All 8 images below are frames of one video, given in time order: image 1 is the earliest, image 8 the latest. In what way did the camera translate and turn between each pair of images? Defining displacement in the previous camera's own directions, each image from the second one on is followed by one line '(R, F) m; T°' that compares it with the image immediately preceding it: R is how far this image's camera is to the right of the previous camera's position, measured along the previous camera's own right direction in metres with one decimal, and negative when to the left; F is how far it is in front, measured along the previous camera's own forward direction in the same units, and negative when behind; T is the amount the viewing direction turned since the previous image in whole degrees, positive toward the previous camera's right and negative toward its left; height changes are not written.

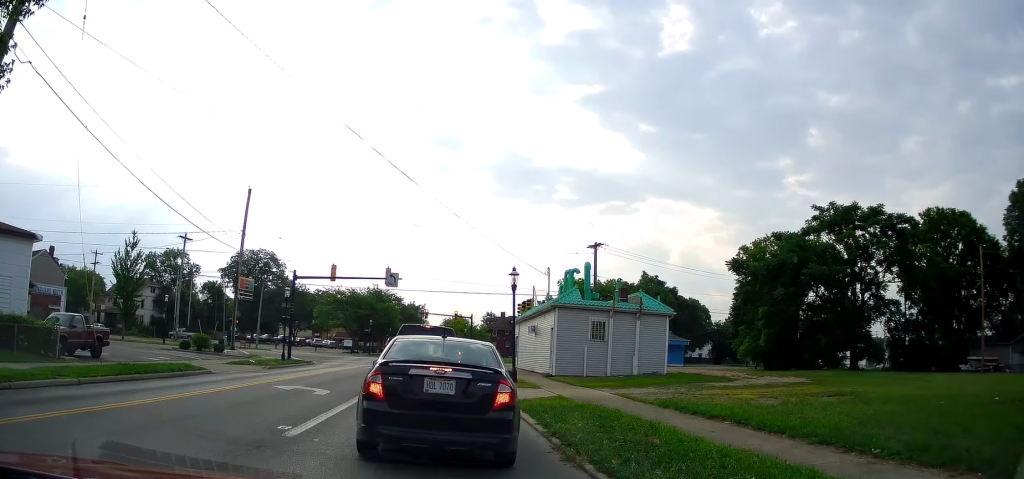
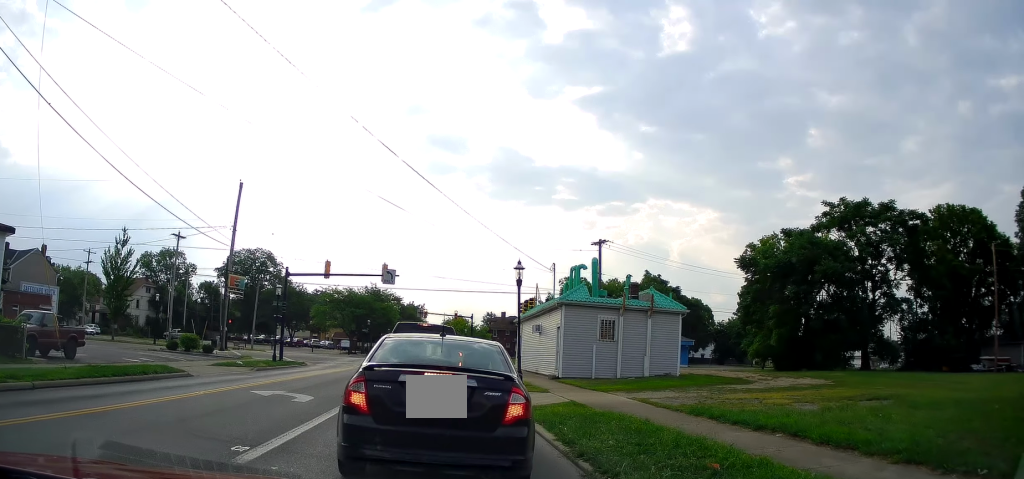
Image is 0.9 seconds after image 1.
(0.0, +4.7) m; +2°
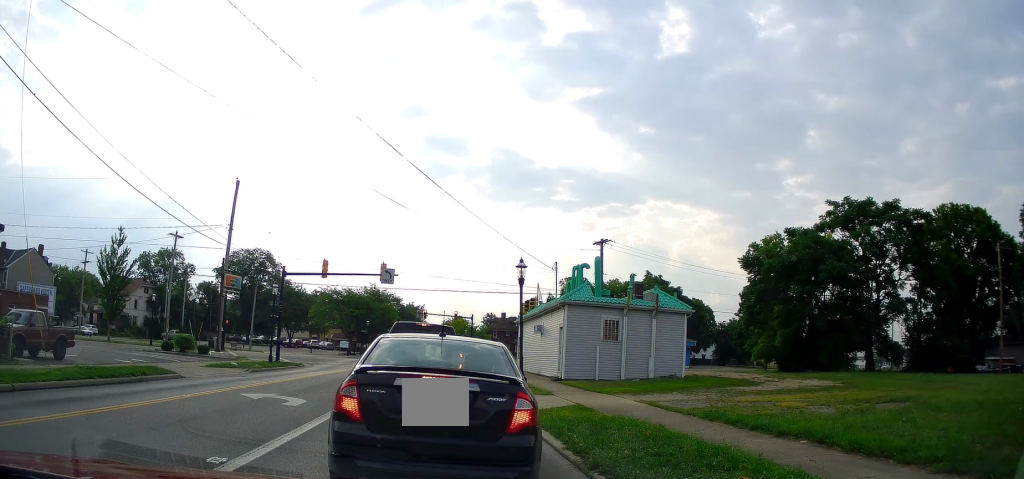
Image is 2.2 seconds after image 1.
(+0.1, +4.9) m; +3°
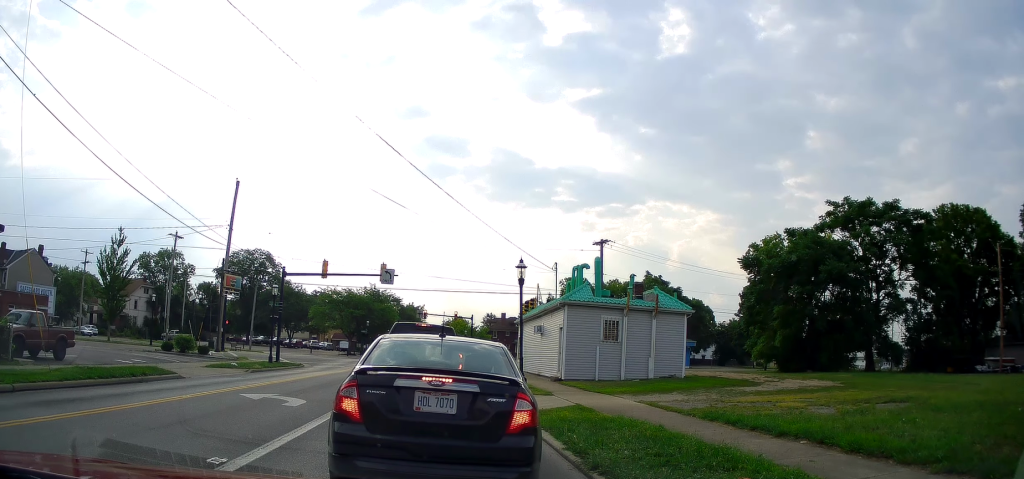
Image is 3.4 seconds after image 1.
(+0.4, +1.4) m; +1°
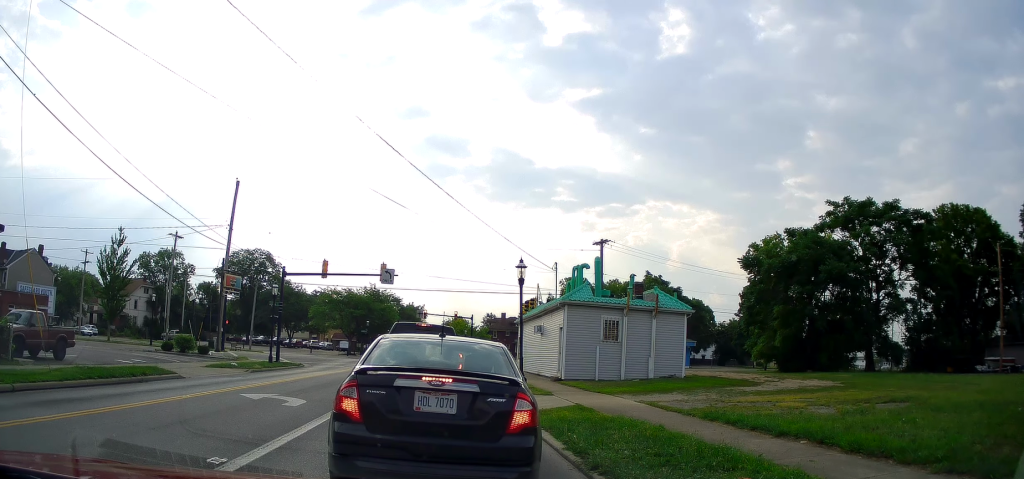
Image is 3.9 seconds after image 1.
(+0.1, +0.1) m; 0°
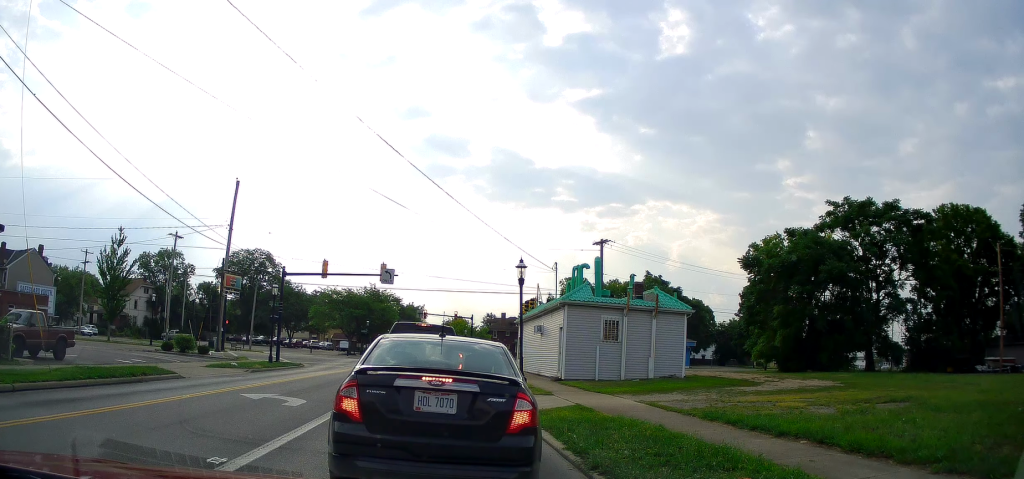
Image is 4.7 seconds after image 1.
(0.0, 0.0) m; 0°
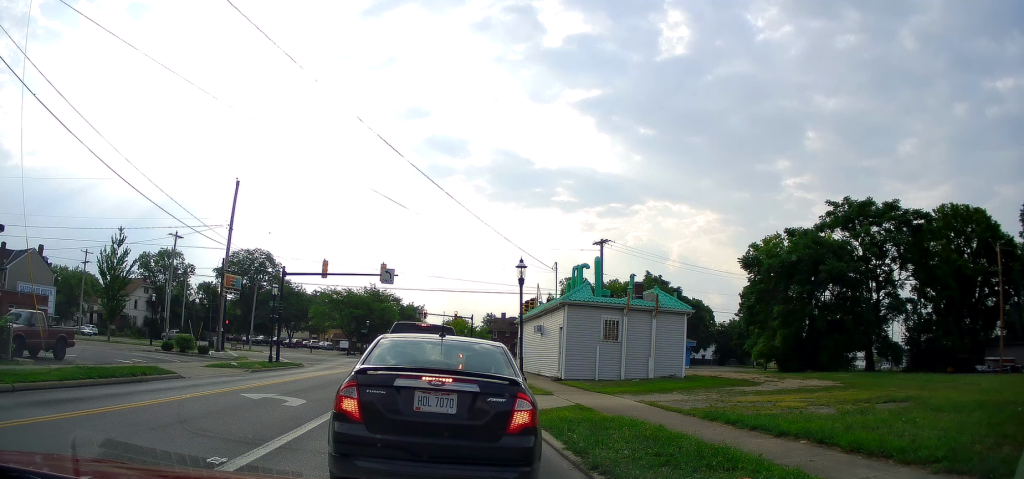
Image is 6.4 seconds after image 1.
(+0.2, +0.3) m; 0°
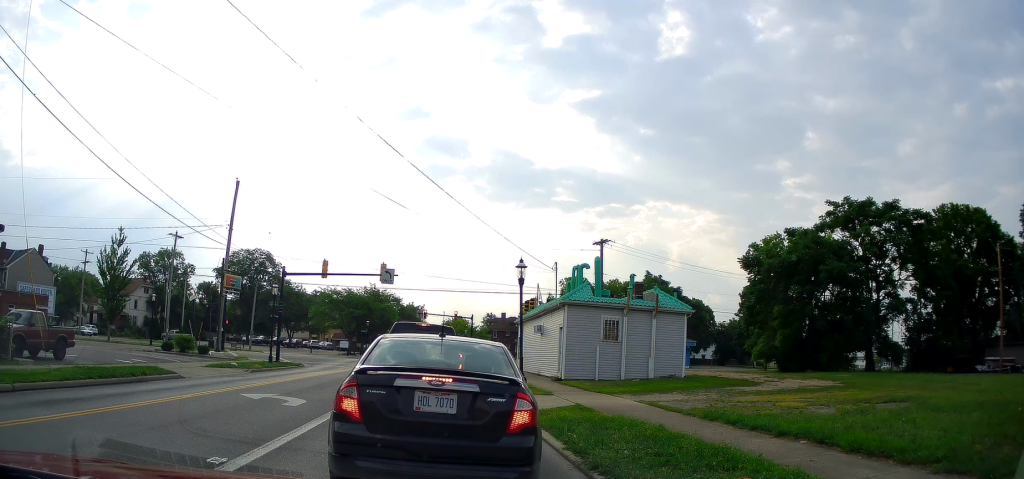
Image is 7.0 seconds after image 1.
(0.0, 0.0) m; 0°
